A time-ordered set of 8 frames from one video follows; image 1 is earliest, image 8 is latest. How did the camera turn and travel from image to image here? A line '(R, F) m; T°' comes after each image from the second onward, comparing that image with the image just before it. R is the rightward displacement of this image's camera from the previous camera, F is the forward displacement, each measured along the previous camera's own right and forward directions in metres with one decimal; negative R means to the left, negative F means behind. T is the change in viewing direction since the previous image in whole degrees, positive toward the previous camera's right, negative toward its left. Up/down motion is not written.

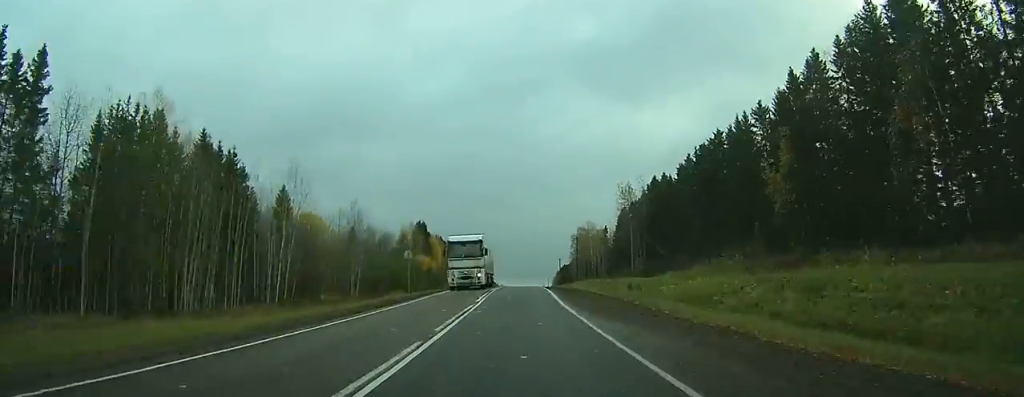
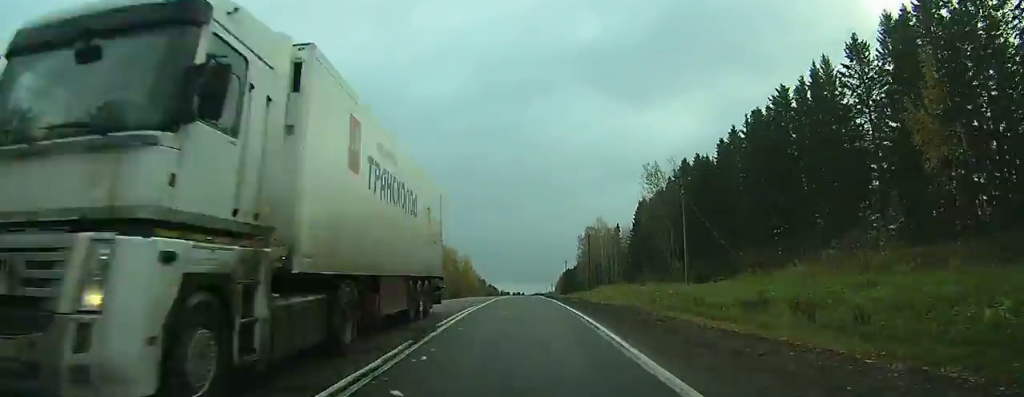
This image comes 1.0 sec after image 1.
(0.0, +23.8) m; 0°
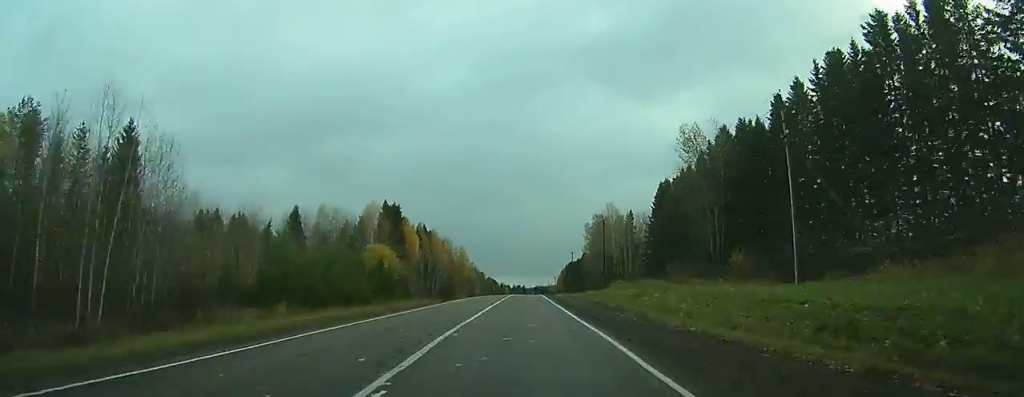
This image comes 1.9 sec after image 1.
(0.0, +20.6) m; 0°
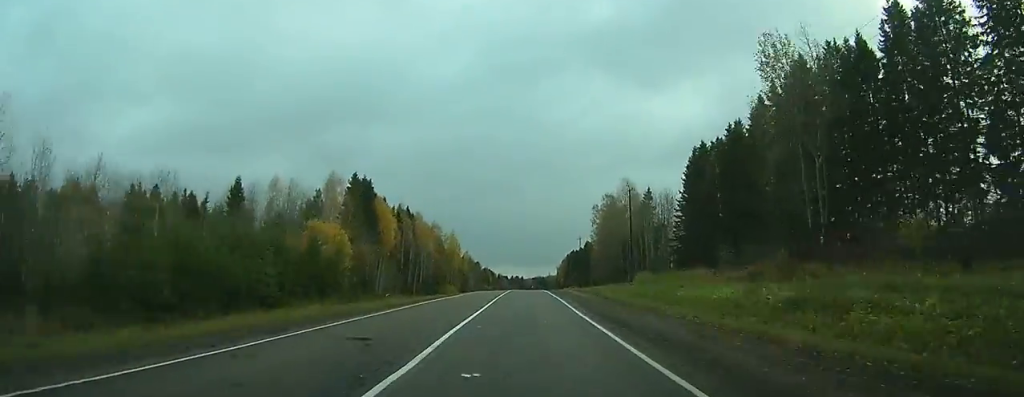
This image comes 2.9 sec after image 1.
(0.0, +25.4) m; 0°
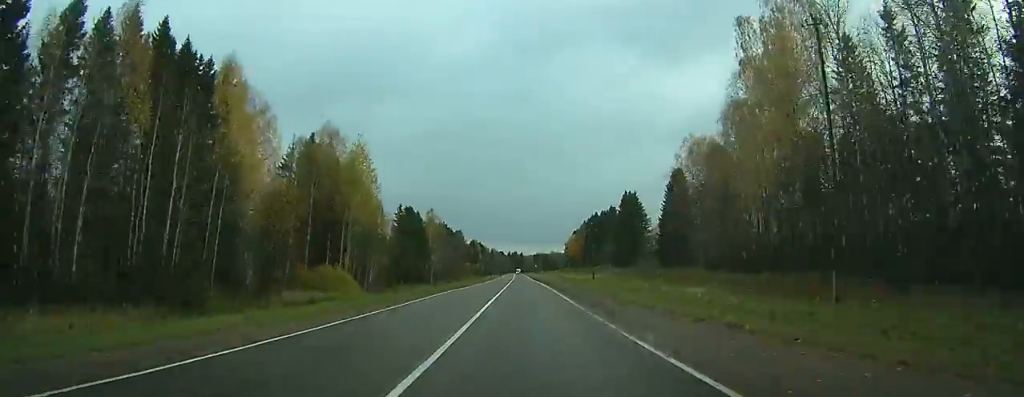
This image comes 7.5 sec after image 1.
(+0.9, +109.9) m; 0°
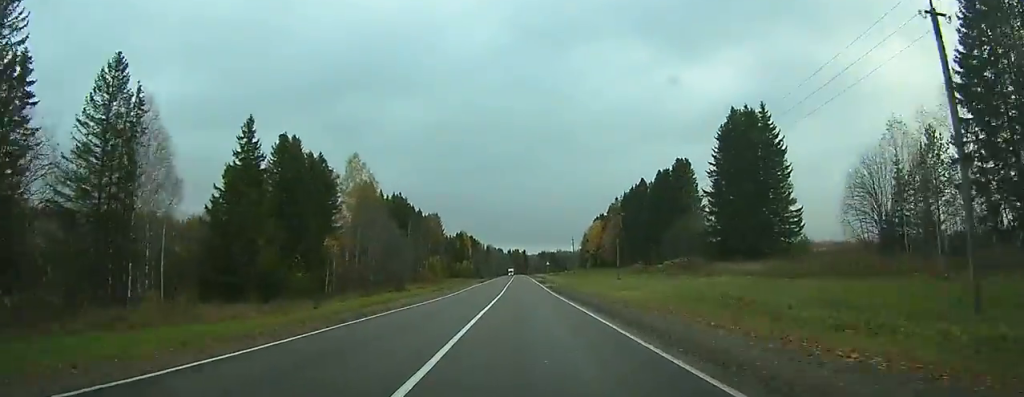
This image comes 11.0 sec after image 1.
(-0.4, +88.0) m; -1°
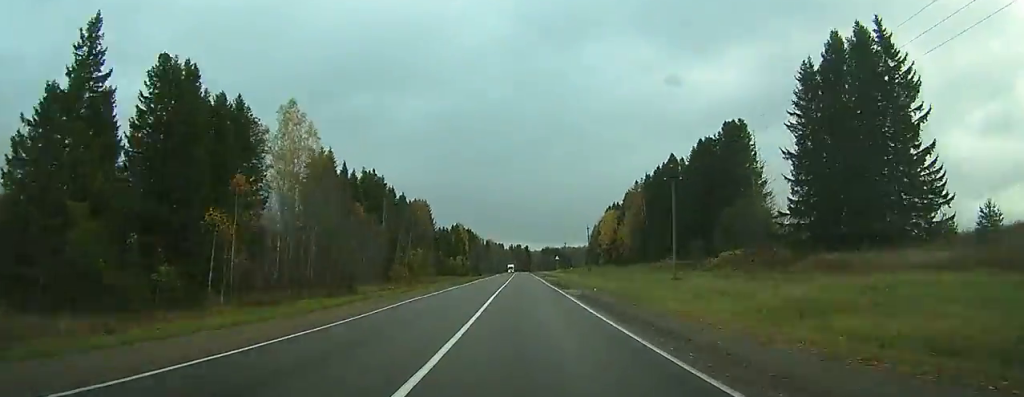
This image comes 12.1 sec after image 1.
(-0.1, +28.5) m; 0°
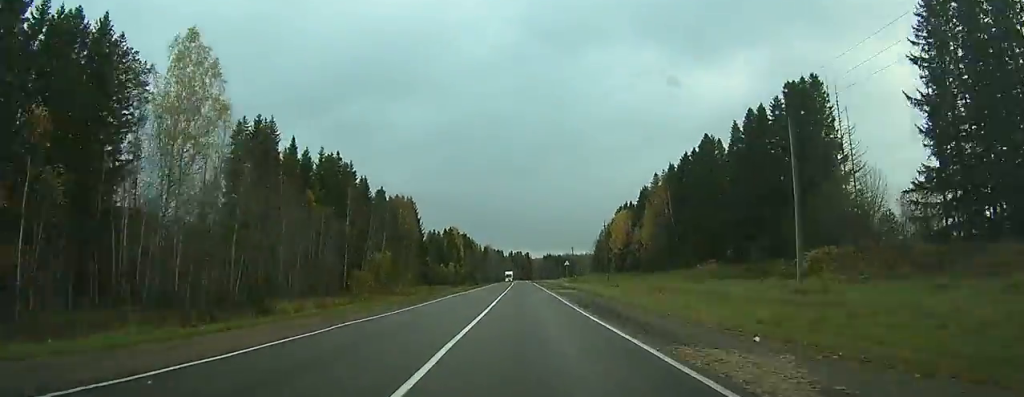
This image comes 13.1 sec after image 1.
(0.0, +23.5) m; 0°
